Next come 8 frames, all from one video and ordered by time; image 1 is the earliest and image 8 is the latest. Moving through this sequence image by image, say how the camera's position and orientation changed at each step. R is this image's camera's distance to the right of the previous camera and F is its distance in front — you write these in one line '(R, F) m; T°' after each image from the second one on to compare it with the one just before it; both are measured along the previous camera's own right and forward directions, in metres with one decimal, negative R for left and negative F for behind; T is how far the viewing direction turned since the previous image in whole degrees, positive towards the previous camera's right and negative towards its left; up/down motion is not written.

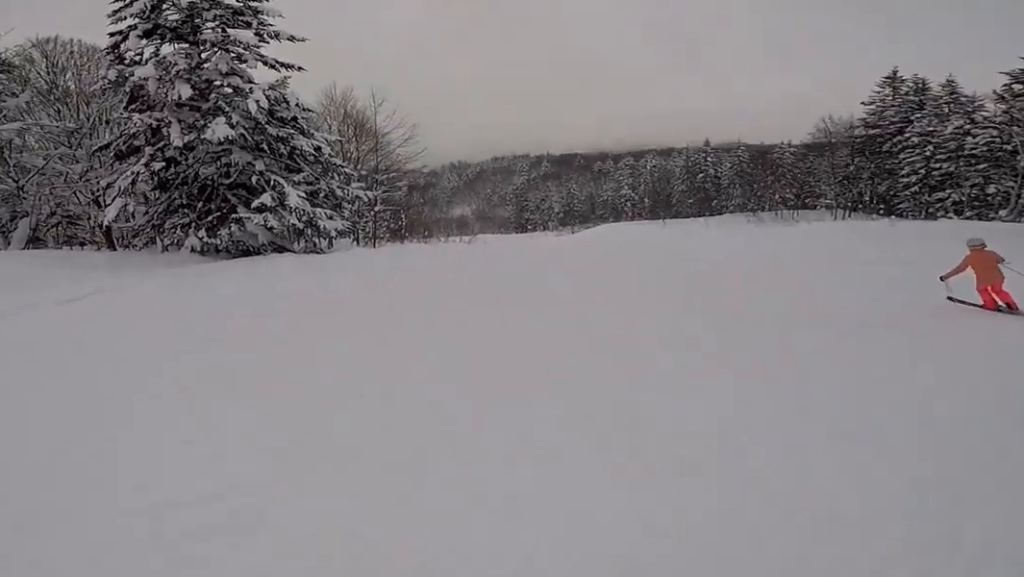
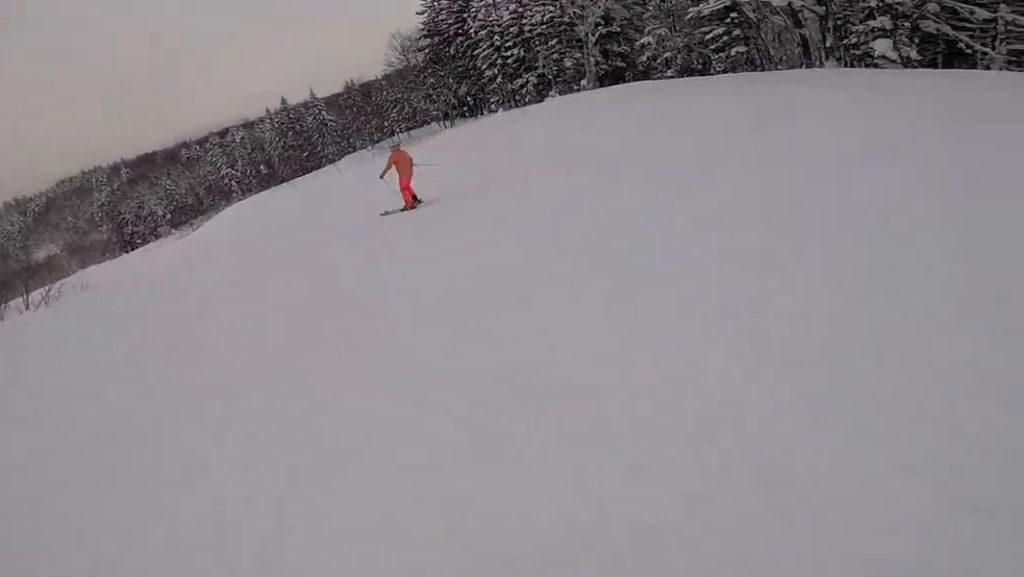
(+1.5, +10.5) m; +15°
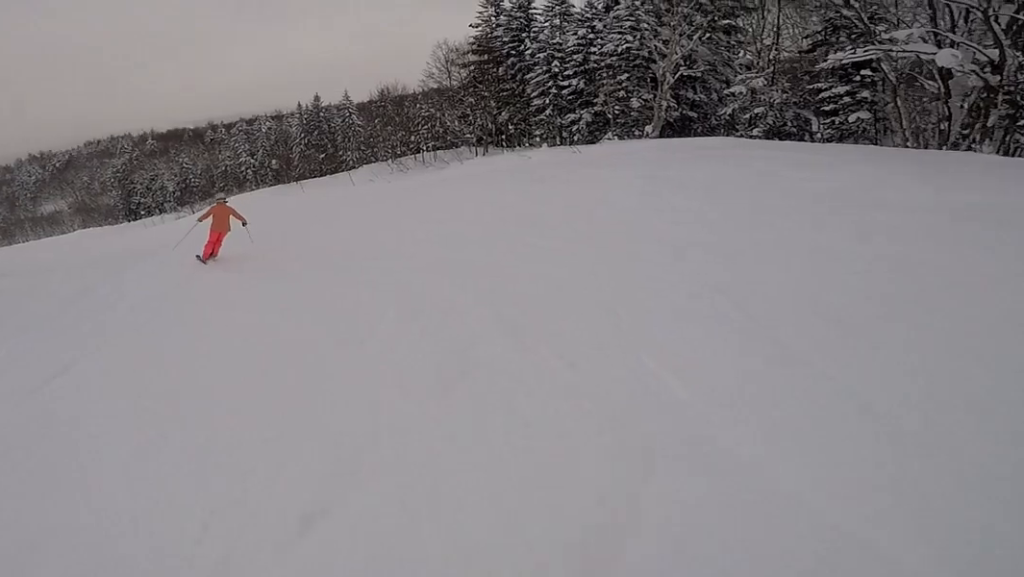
(+0.6, +4.5) m; 0°
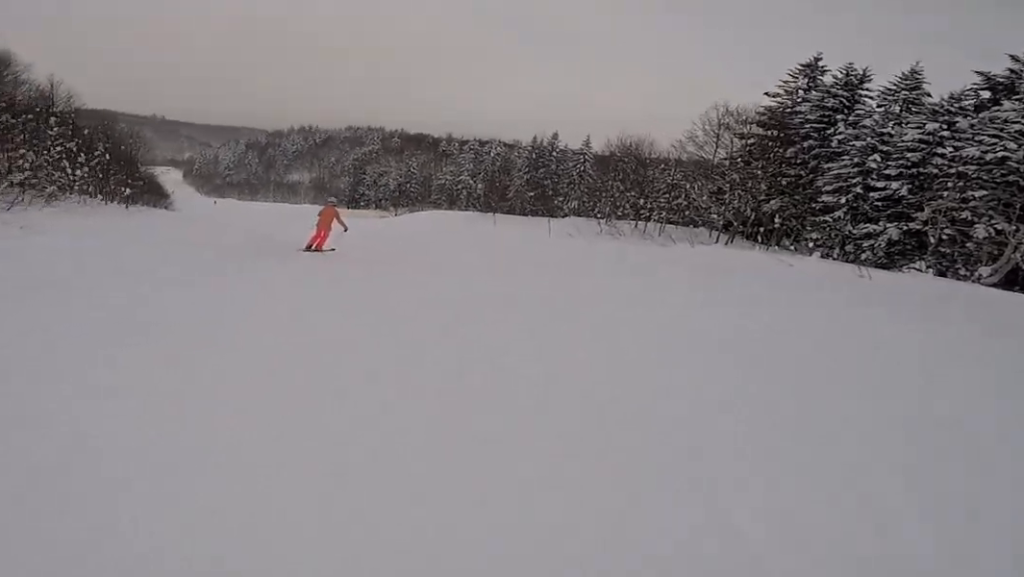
(+0.1, +4.7) m; -5°
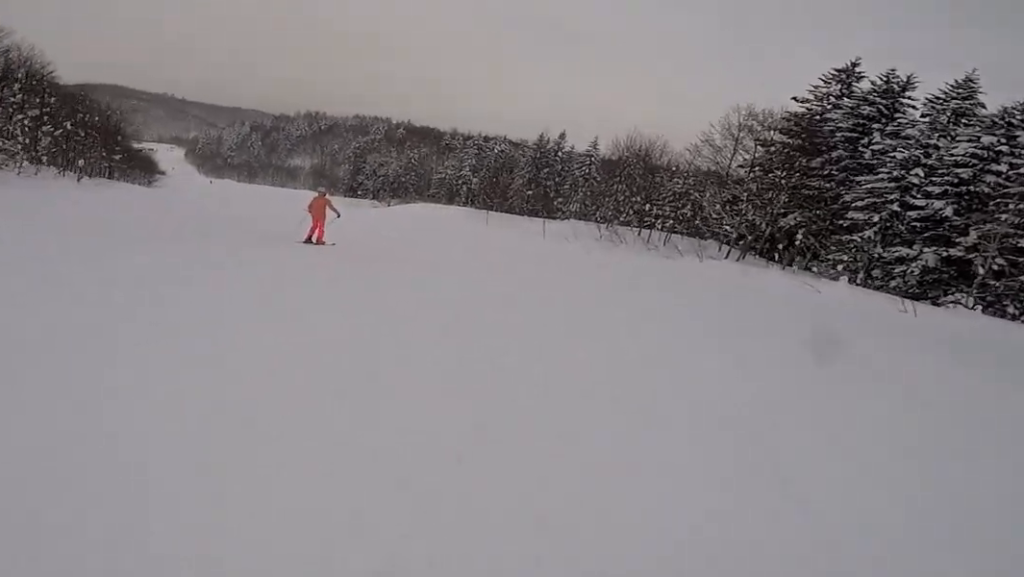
(-0.1, +3.3) m; -8°
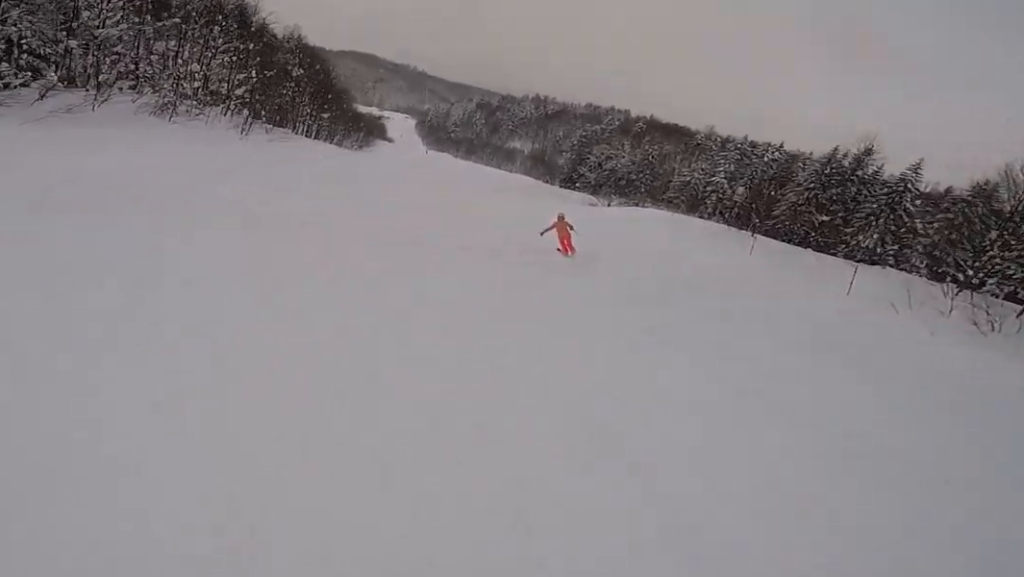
(-1.3, +7.9) m; -19°
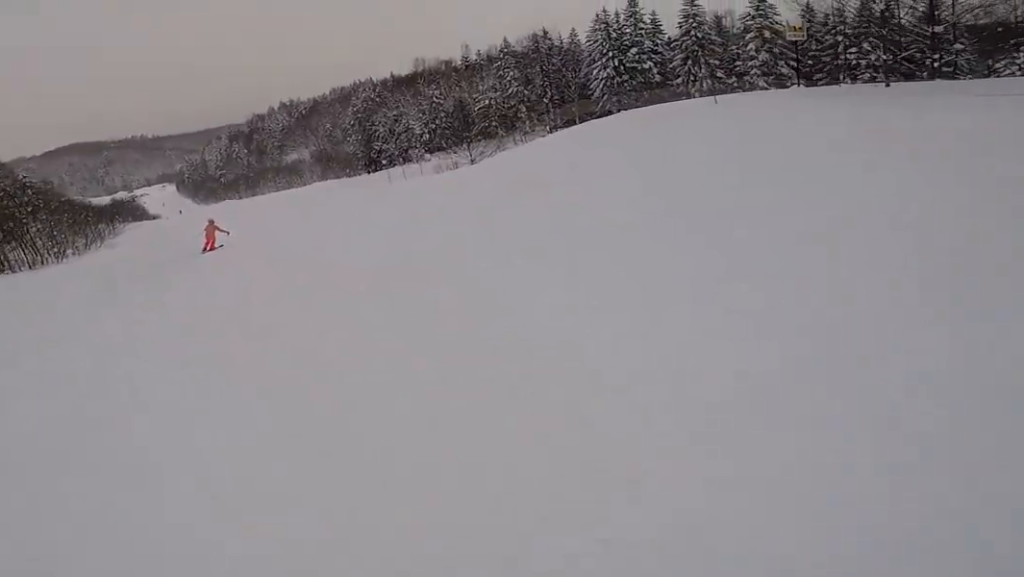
(+2.6, +23.2) m; +14°
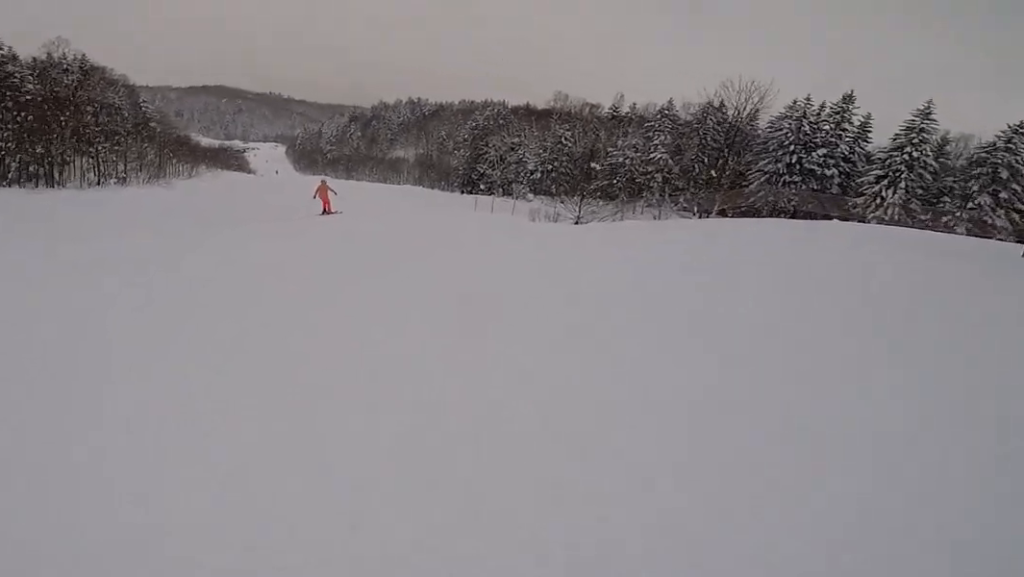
(+0.1, +5.6) m; -6°
